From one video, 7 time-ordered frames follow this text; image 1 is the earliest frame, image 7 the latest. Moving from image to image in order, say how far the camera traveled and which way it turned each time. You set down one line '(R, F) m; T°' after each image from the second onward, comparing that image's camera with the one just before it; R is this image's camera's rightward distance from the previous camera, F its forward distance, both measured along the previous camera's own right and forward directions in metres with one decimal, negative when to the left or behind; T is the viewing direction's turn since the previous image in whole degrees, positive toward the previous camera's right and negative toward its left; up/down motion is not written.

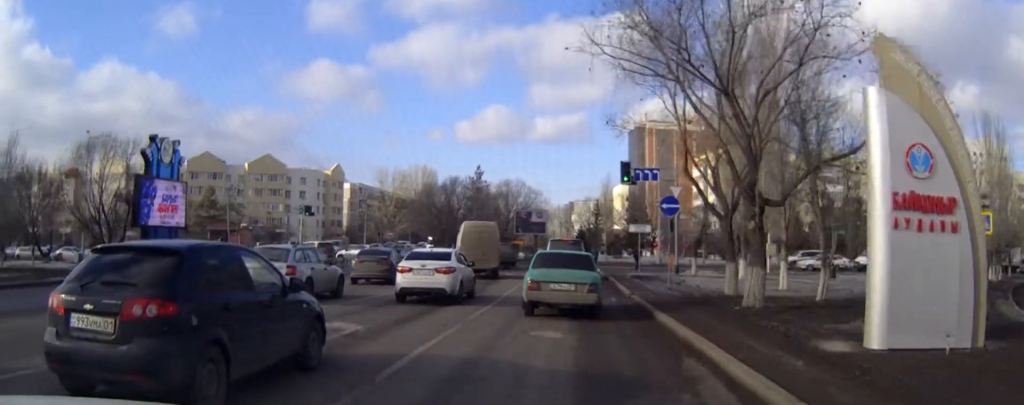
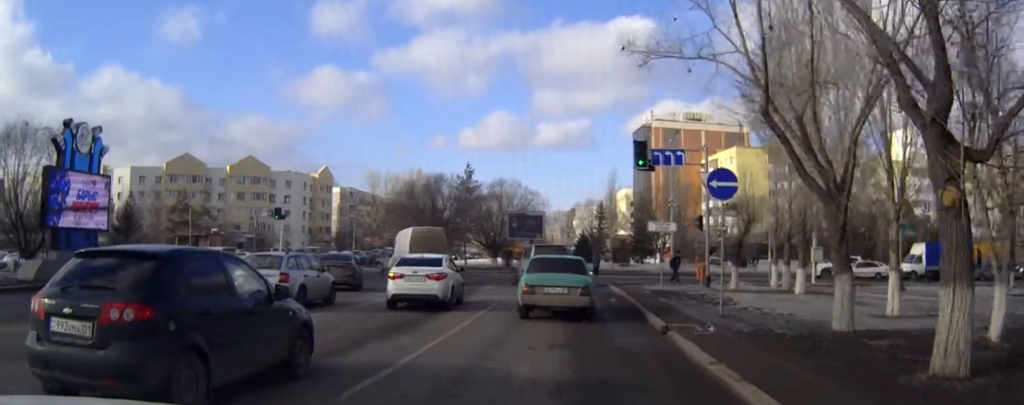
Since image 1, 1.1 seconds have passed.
(0.0, +9.8) m; 0°
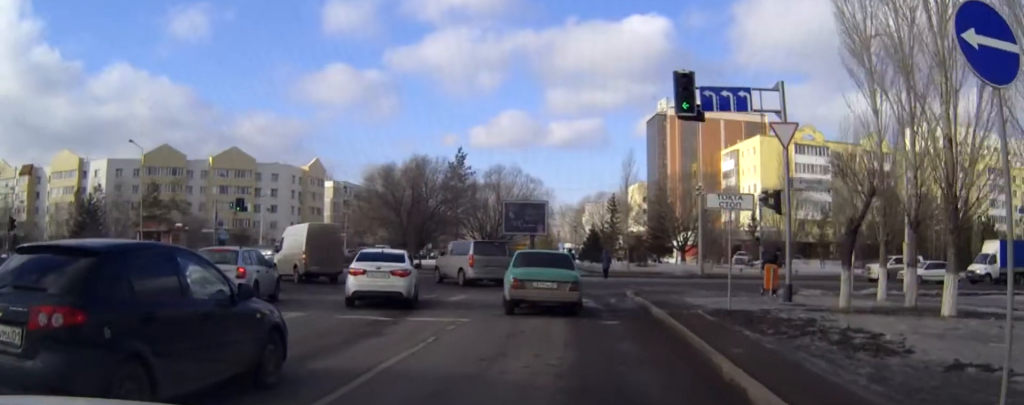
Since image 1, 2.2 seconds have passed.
(-0.1, +11.1) m; -1°
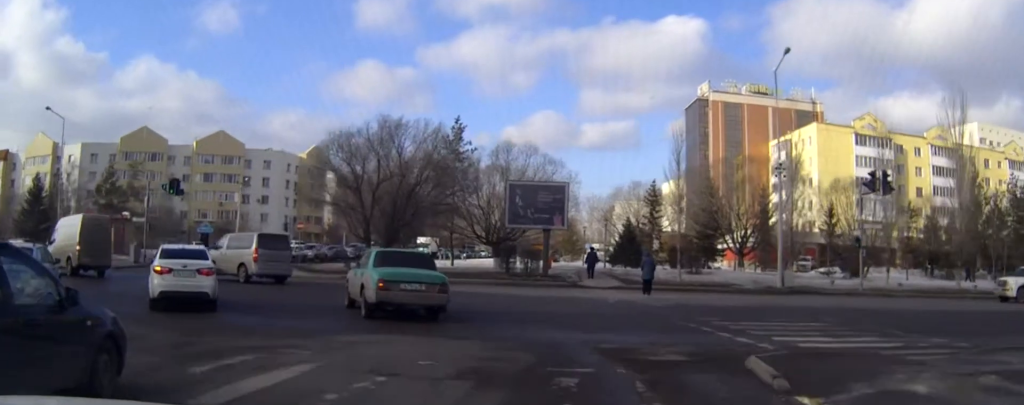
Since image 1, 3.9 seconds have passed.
(-0.5, +15.6) m; -6°
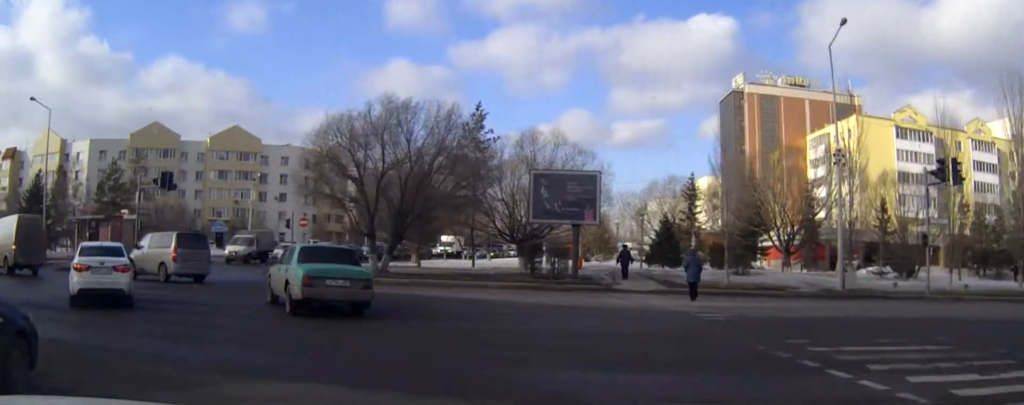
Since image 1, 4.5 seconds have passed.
(0.0, +4.9) m; -5°
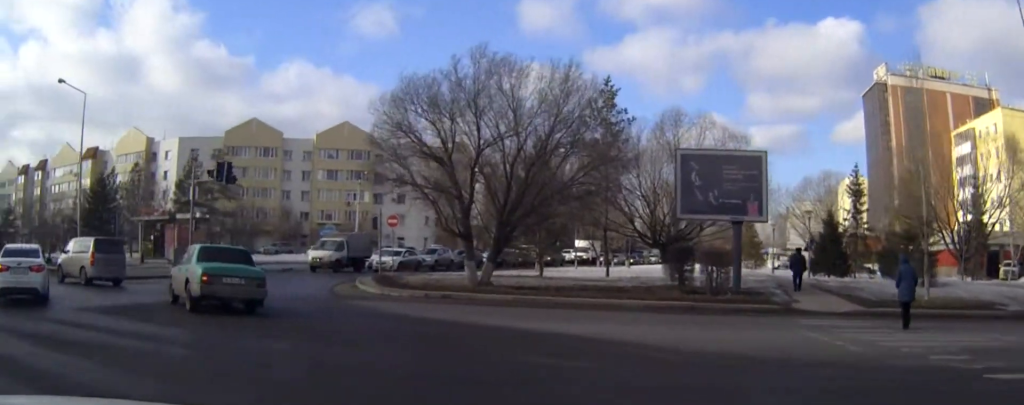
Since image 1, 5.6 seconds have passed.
(-1.0, +8.7) m; -16°
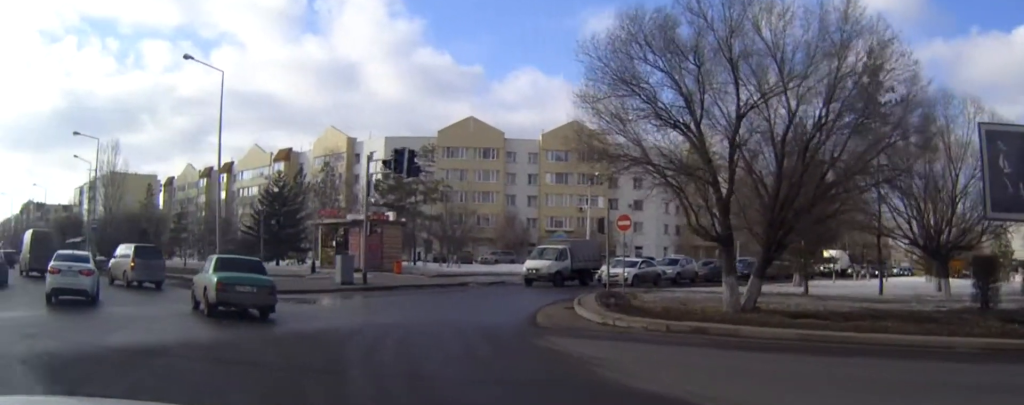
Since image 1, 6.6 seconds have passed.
(-1.2, +8.2) m; -18°
